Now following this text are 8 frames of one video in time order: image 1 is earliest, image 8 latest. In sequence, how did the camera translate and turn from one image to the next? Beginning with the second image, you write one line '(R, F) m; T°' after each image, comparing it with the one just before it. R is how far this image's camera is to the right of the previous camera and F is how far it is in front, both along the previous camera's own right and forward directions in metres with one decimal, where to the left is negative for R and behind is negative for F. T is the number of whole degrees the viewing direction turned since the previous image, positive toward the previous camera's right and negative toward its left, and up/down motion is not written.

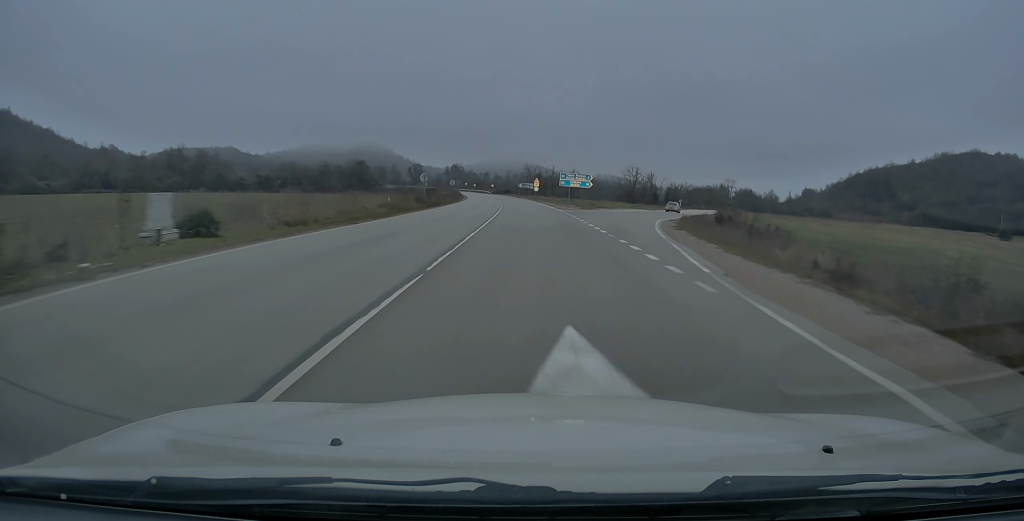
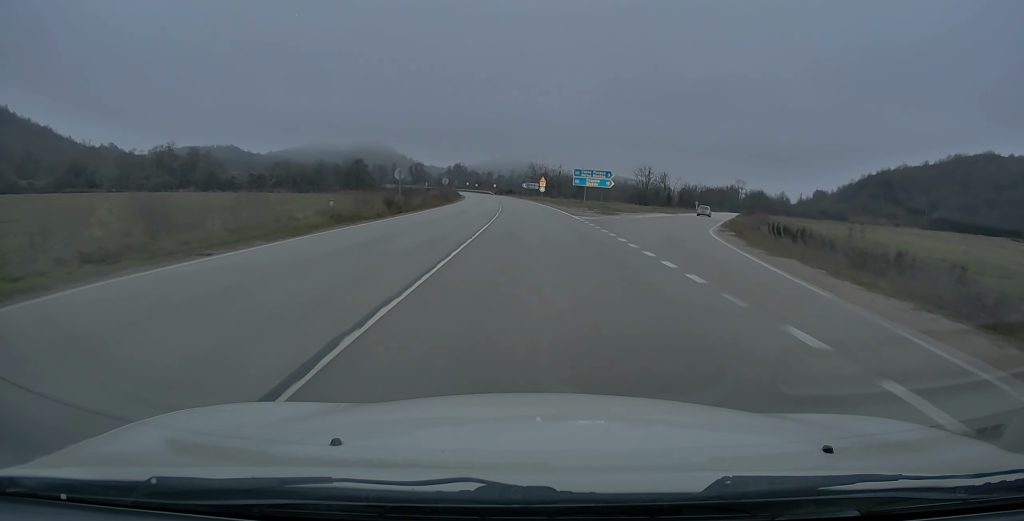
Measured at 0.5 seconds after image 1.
(-0.1, +11.0) m; 0°
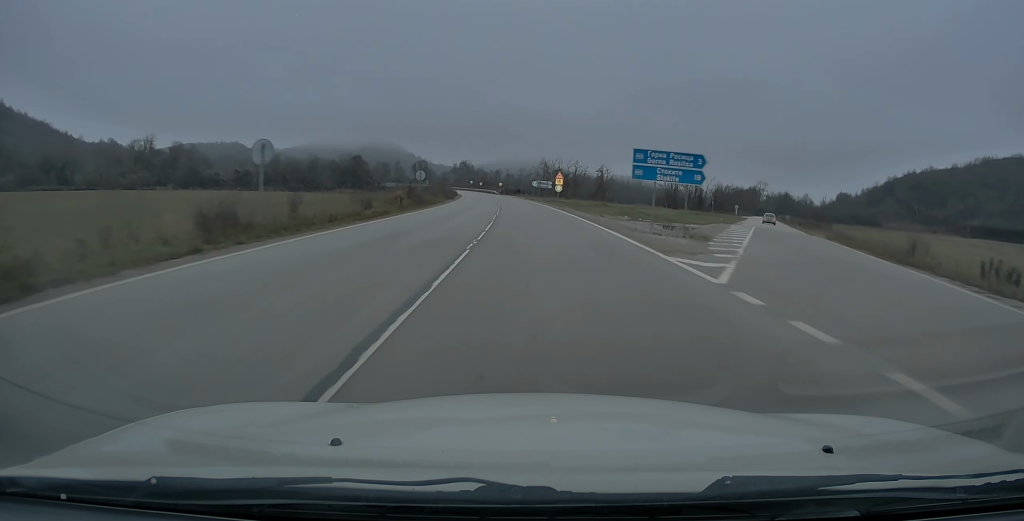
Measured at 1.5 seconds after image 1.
(-0.1, +21.4) m; 0°
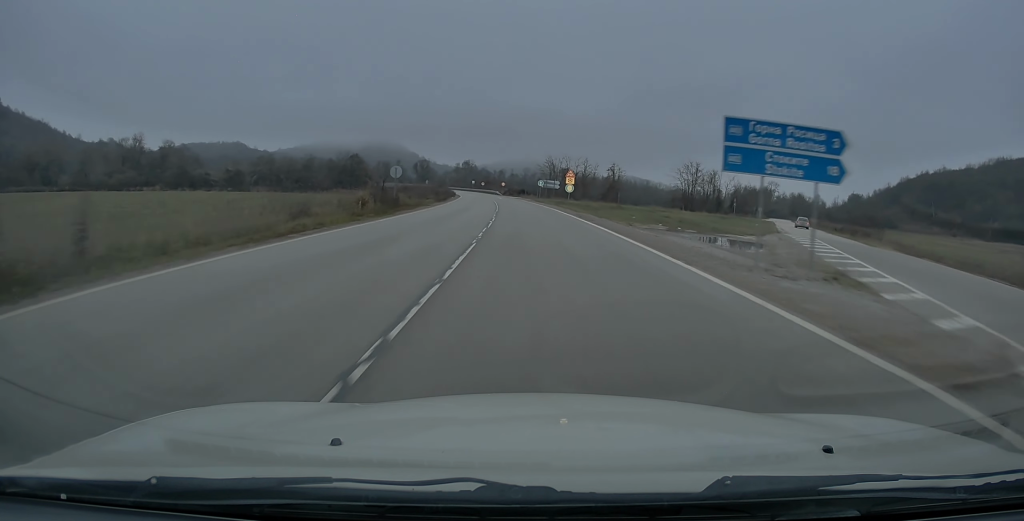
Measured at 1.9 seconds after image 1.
(0.0, +10.3) m; 0°
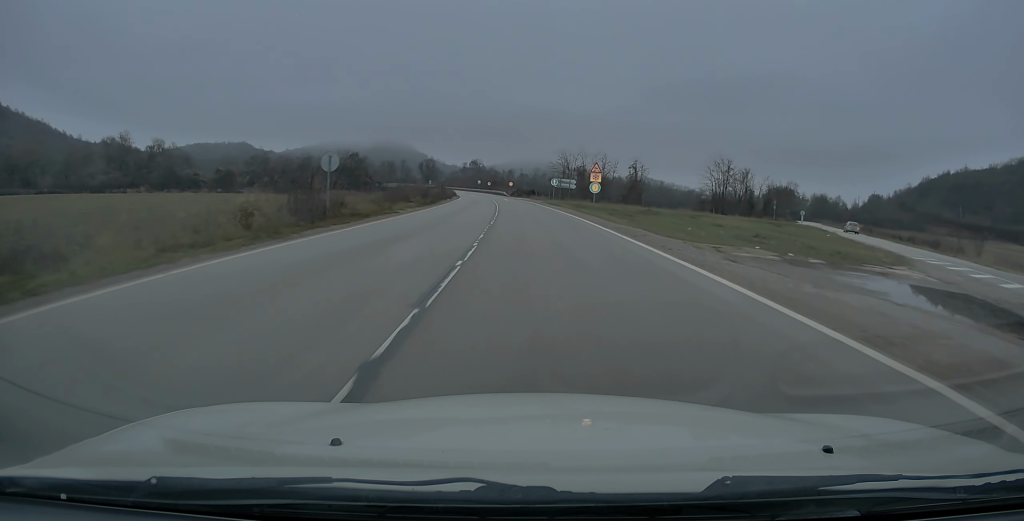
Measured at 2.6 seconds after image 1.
(-0.1, +14.0) m; 0°
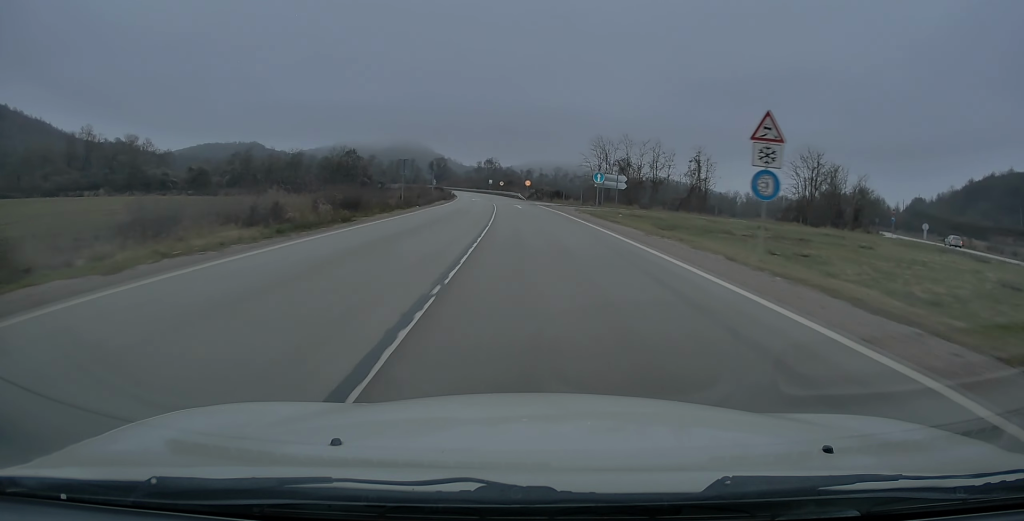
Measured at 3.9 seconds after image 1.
(-0.2, +28.8) m; -2°
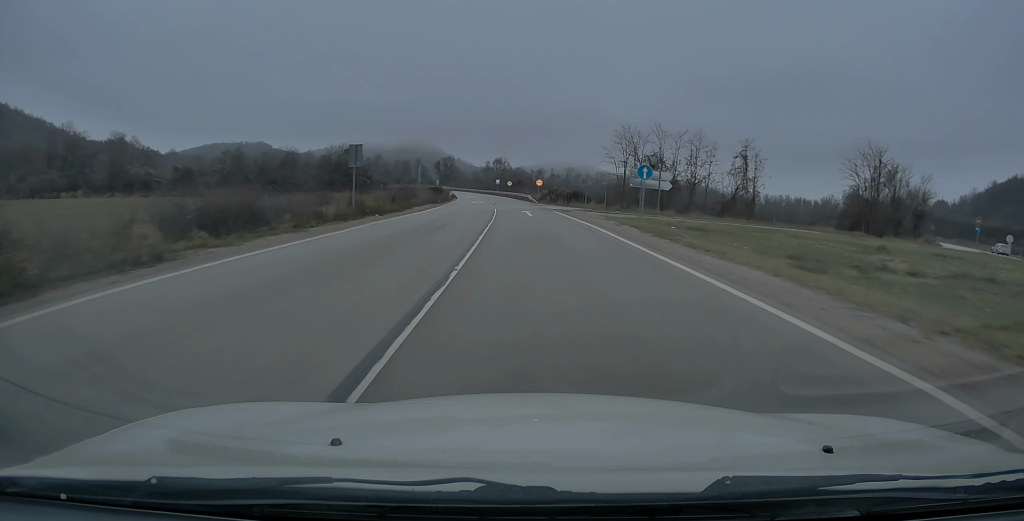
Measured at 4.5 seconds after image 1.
(-0.3, +13.3) m; -1°
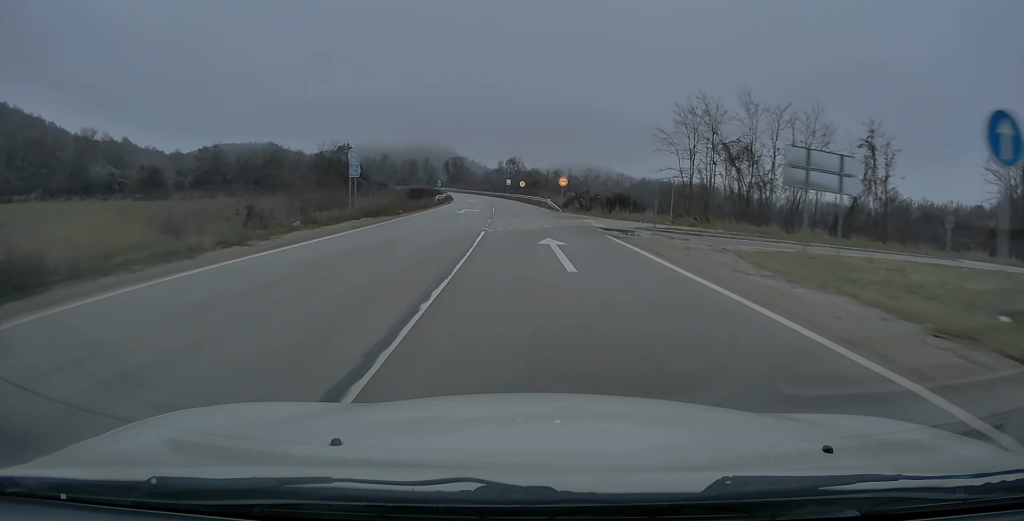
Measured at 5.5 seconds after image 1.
(-0.4, +22.2) m; -2°
